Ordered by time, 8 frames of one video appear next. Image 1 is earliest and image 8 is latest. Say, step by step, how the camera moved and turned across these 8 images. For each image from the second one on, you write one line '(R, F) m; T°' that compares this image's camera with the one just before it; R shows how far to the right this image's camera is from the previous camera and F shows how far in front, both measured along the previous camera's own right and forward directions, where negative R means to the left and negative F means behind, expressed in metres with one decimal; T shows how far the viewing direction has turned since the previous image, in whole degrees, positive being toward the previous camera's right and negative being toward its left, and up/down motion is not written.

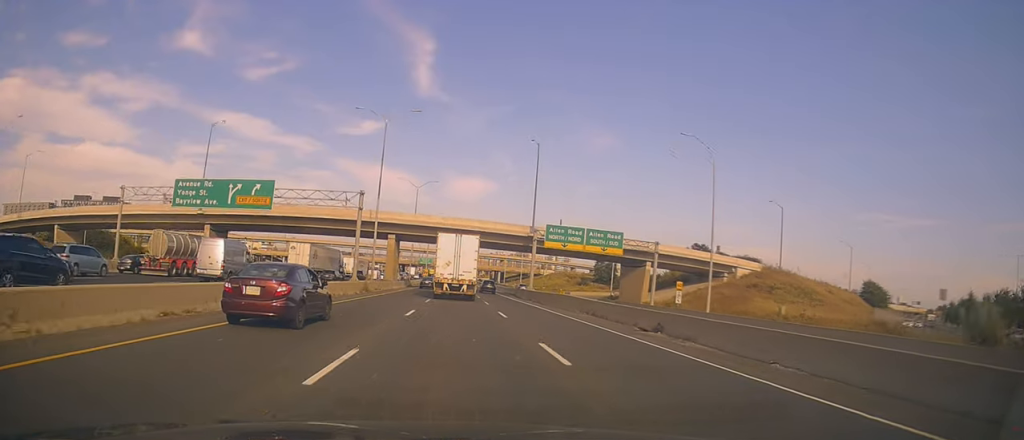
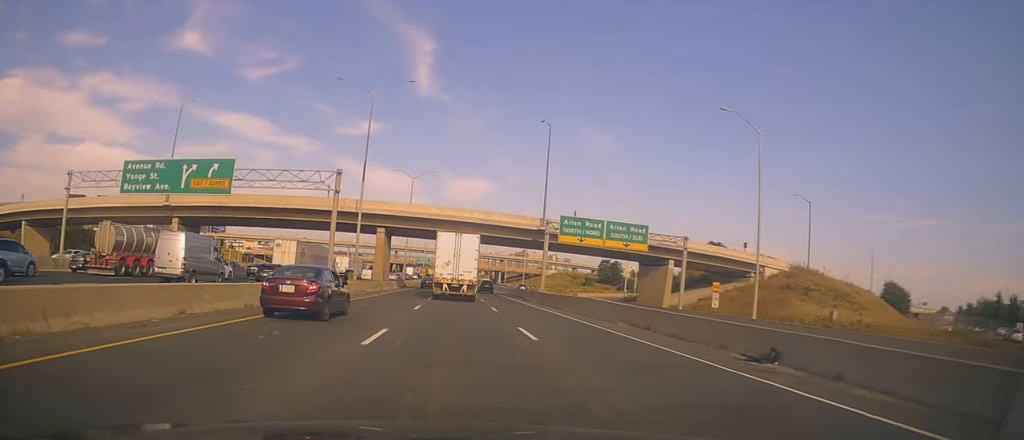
(+0.2, +8.6) m; 0°
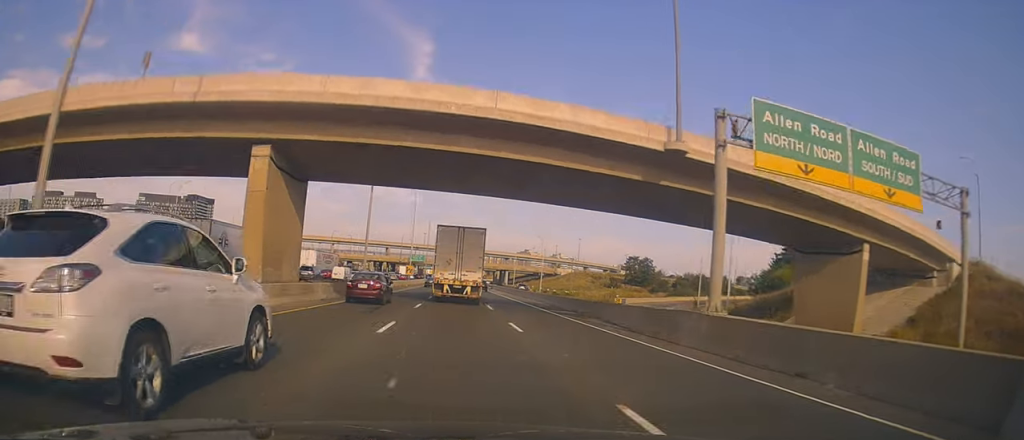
(+0.2, +35.4) m; 0°
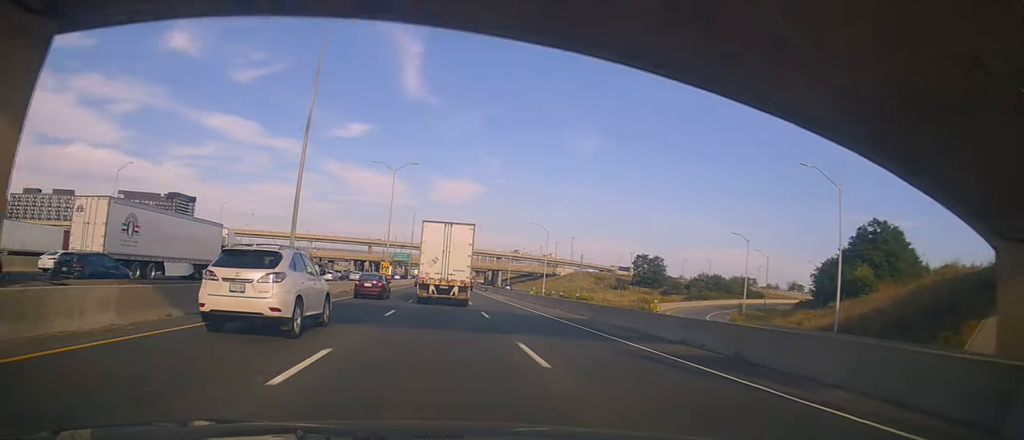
(-0.1, +18.9) m; -1°
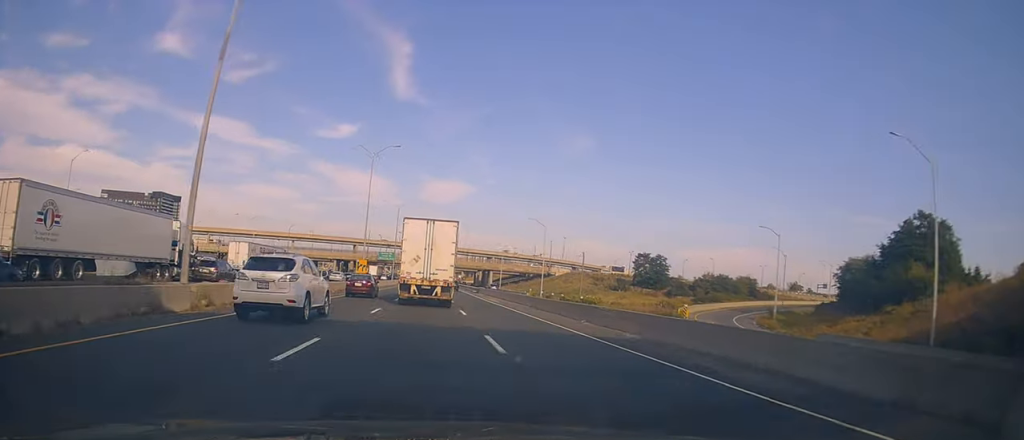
(-0.3, +10.5) m; 0°
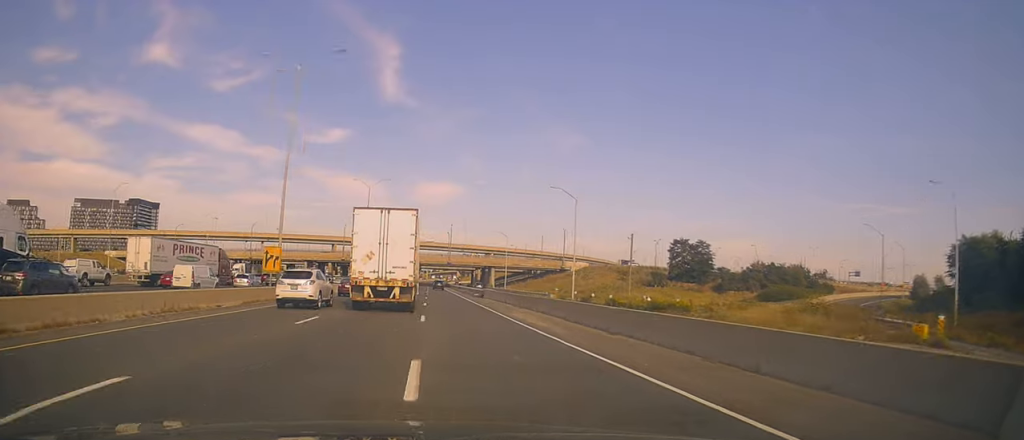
(+0.6, +29.2) m; +3°
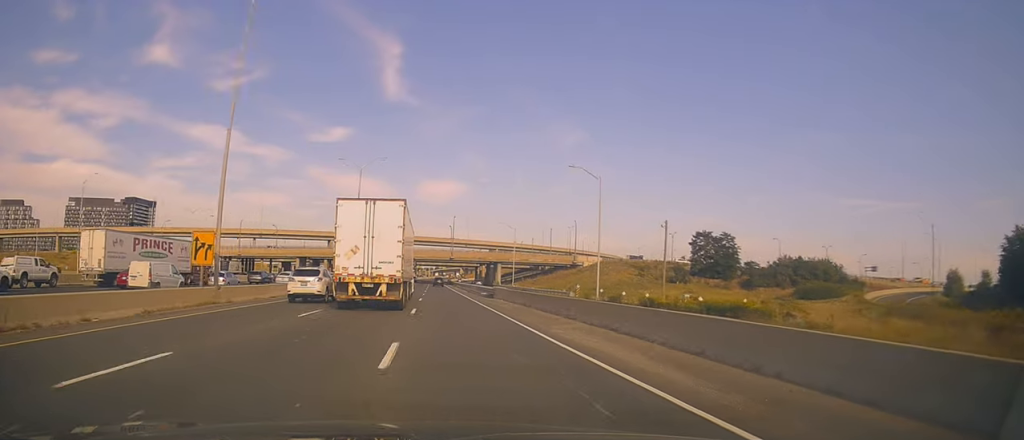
(+0.3, +10.3) m; -1°
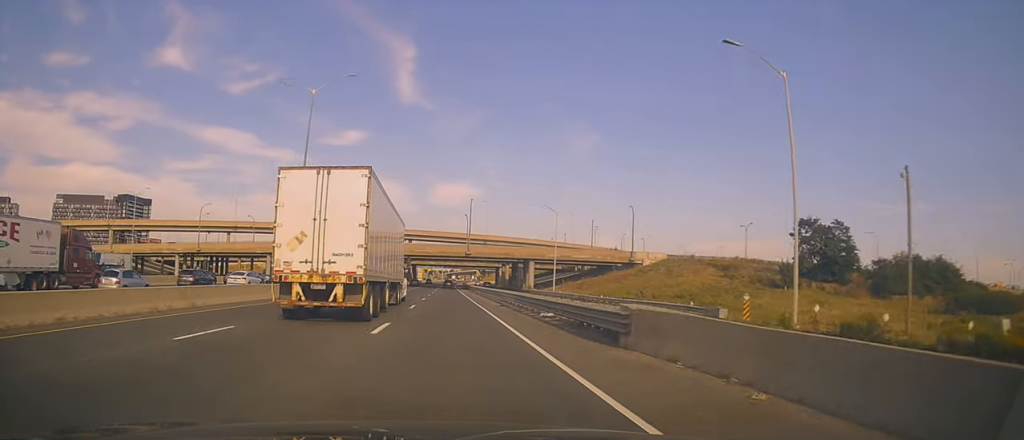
(-0.8, +32.0) m; -1°
